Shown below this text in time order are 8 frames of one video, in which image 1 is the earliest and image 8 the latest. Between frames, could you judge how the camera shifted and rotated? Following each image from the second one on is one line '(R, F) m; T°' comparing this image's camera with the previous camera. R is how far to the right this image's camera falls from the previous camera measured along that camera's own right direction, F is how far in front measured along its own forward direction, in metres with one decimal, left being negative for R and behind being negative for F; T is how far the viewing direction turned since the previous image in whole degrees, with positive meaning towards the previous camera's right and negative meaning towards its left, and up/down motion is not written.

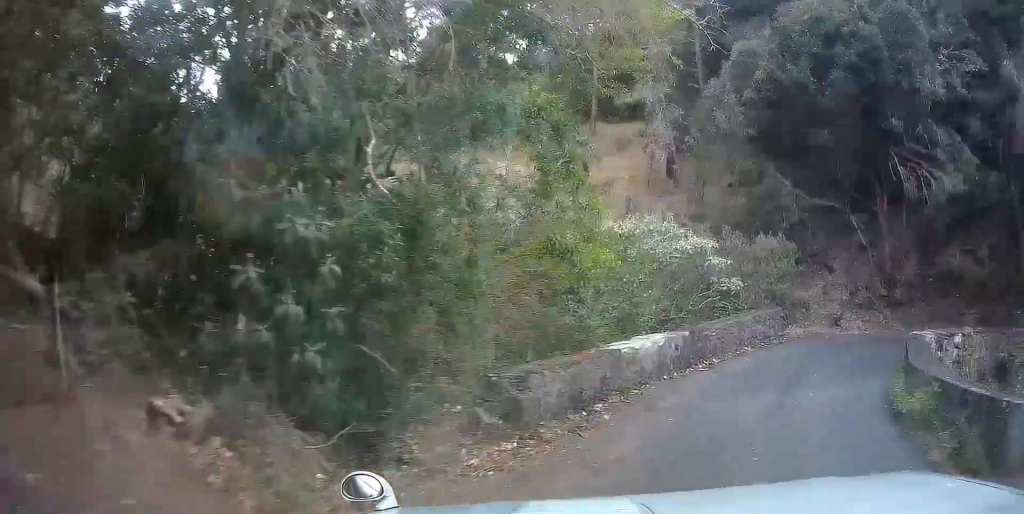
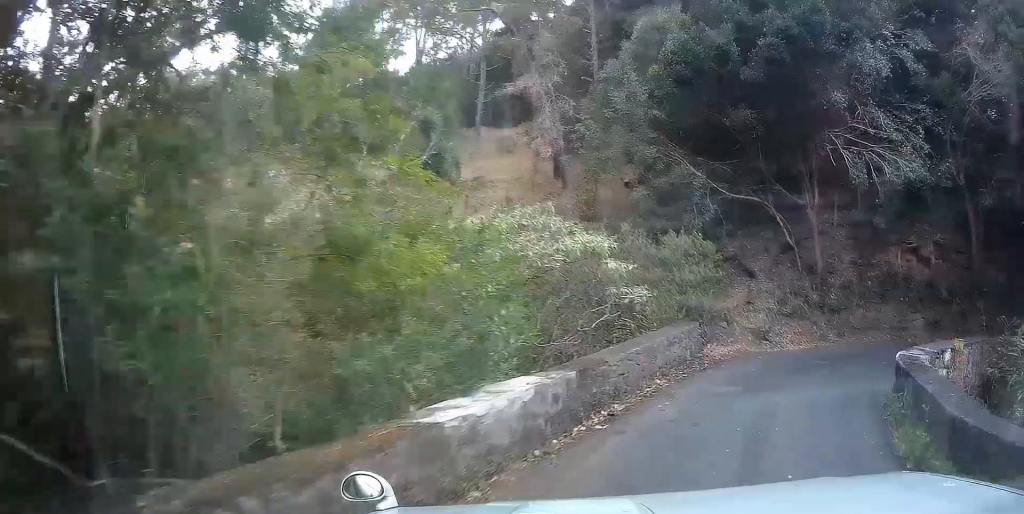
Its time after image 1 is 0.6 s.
(+0.2, +3.3) m; +10°
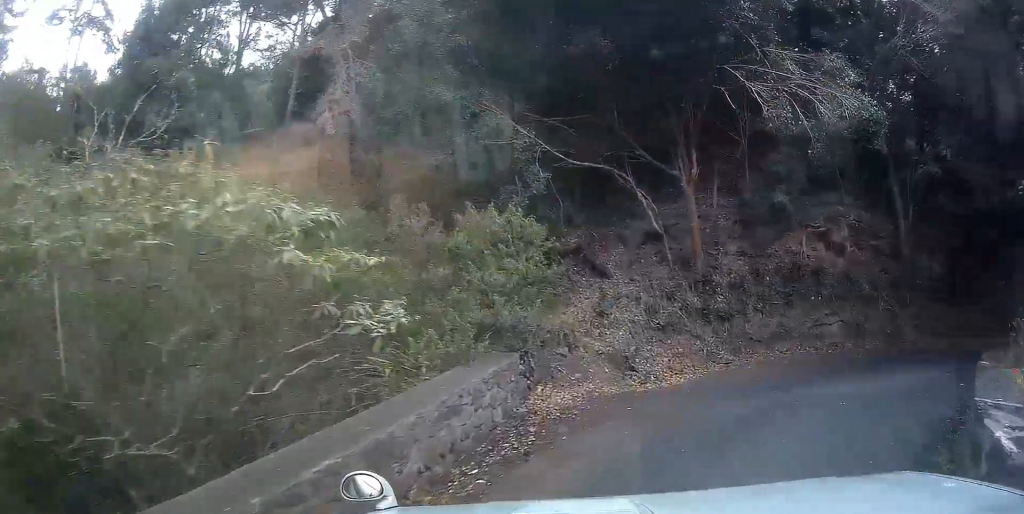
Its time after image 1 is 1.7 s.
(+0.9, +4.9) m; +22°
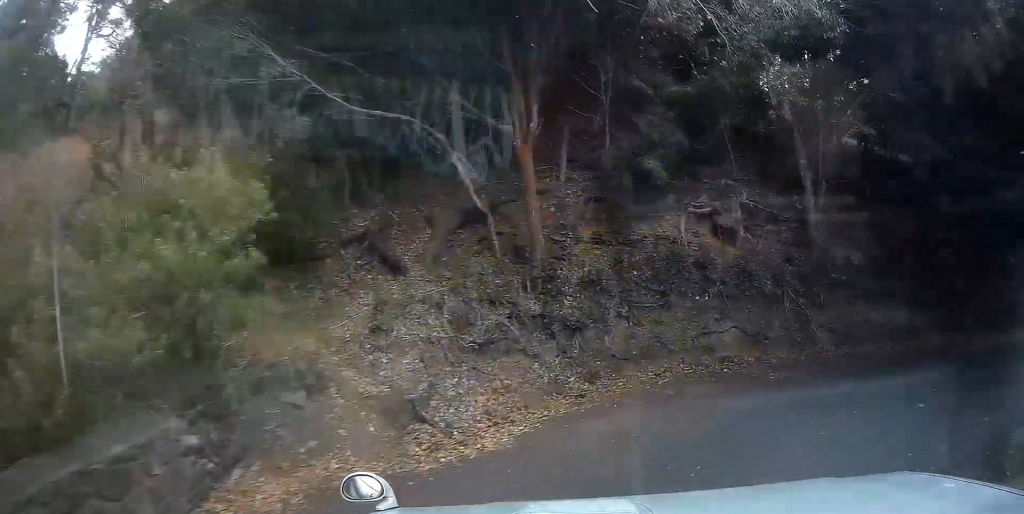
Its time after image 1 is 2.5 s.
(+0.6, +4.0) m; +16°
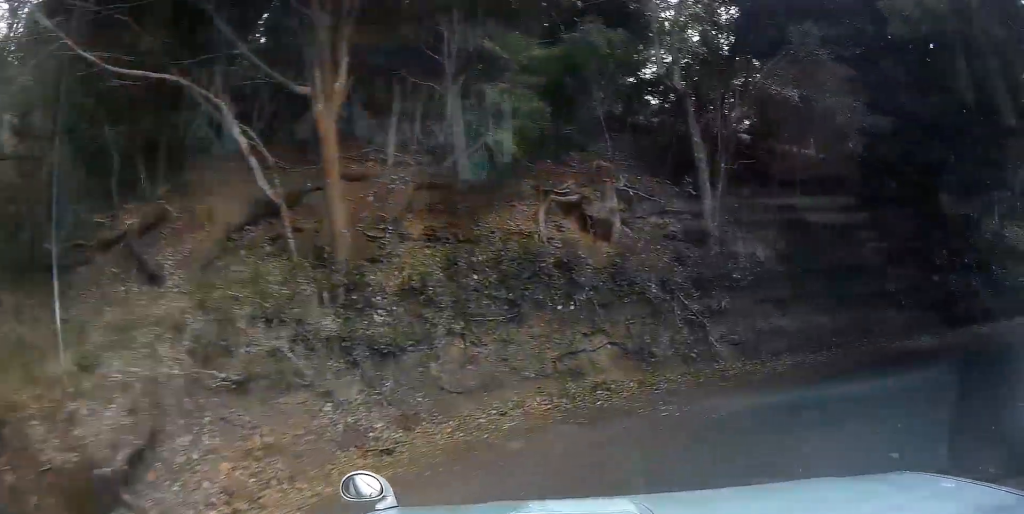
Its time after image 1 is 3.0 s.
(+0.3, +3.1) m; +6°
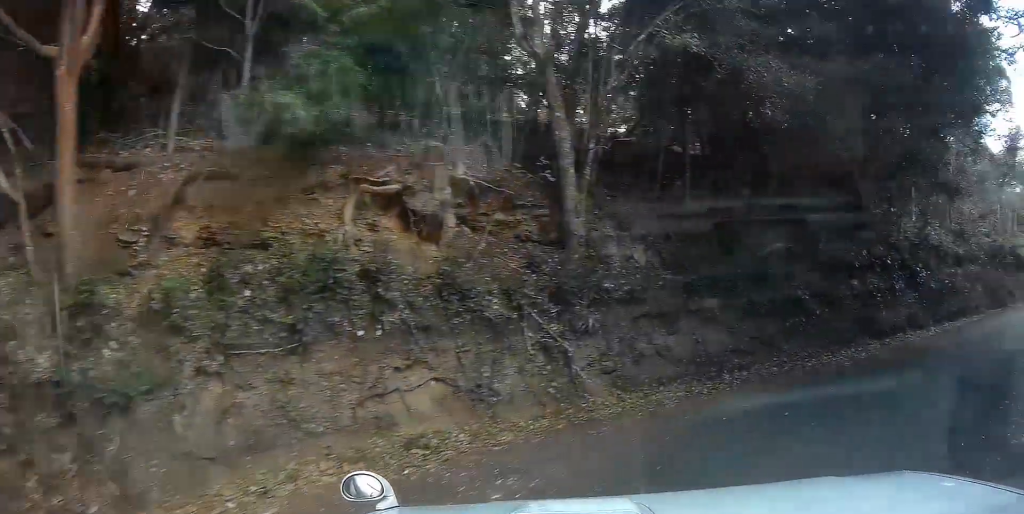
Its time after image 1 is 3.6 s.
(+0.1, +2.8) m; +7°
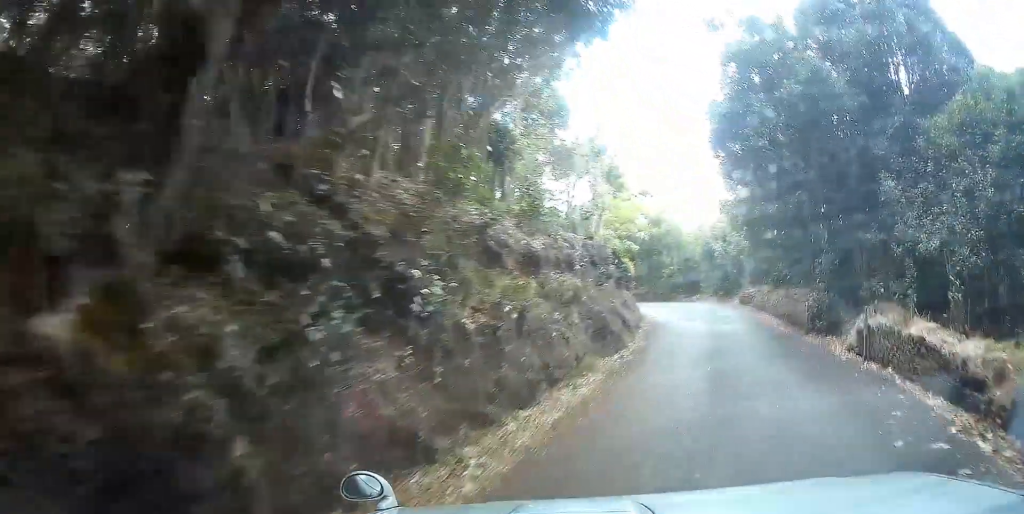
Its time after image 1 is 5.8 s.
(+4.8, +9.1) m; +63°
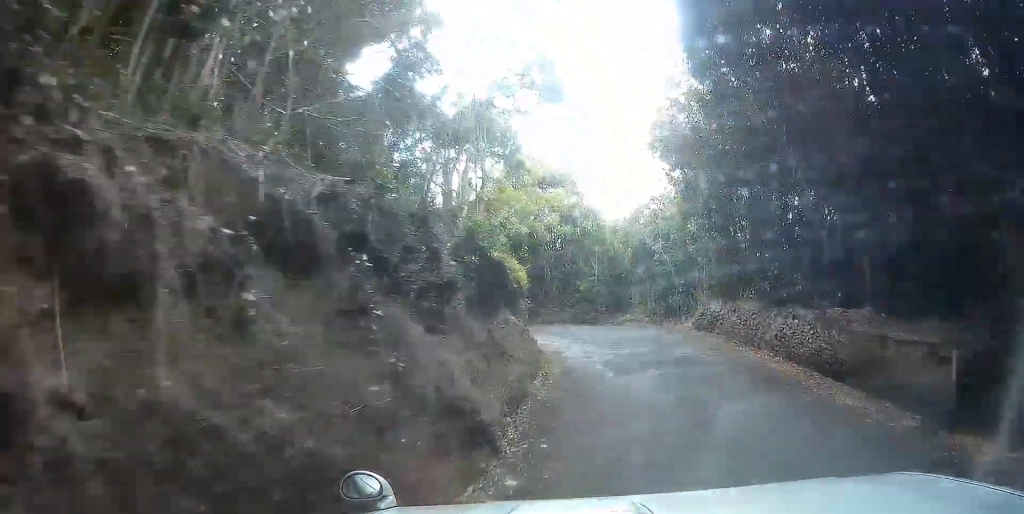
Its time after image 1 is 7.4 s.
(+0.7, +8.0) m; -4°
